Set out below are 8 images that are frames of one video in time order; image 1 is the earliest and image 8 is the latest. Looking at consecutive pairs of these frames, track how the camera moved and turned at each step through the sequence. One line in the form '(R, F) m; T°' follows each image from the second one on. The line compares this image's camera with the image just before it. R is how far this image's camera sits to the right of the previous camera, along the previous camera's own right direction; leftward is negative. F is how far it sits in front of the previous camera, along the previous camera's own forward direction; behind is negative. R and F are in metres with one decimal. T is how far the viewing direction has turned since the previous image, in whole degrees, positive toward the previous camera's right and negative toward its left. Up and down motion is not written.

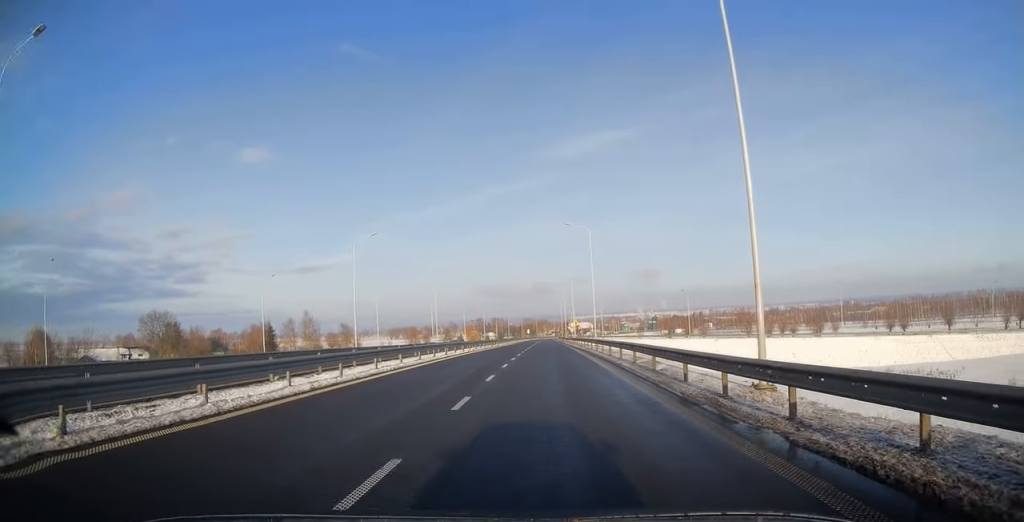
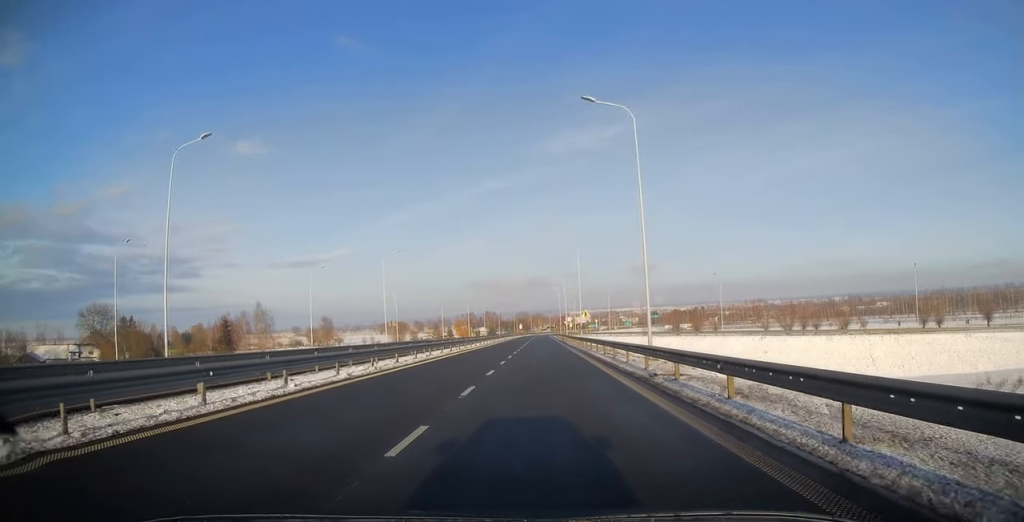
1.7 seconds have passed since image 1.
(0.0, +27.7) m; 0°
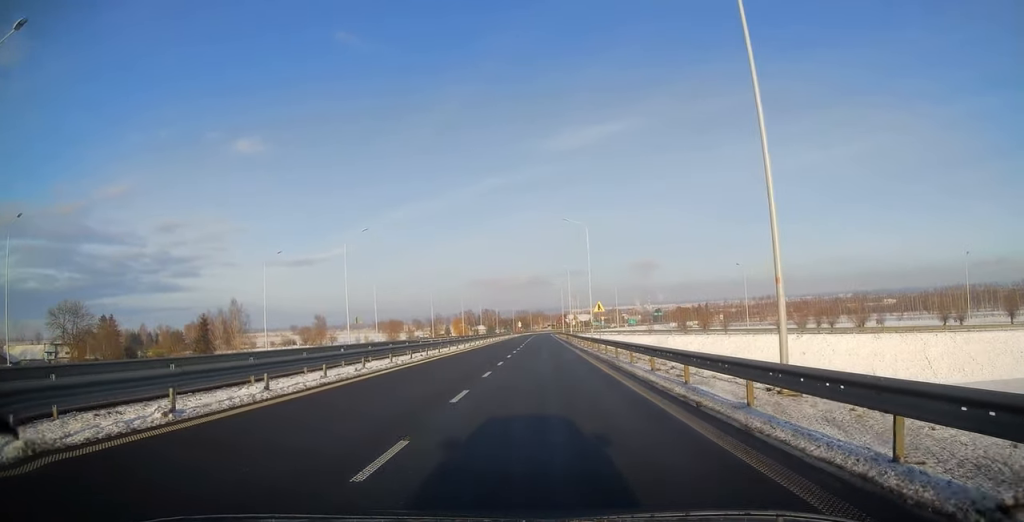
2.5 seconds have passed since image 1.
(0.0, +13.1) m; 0°
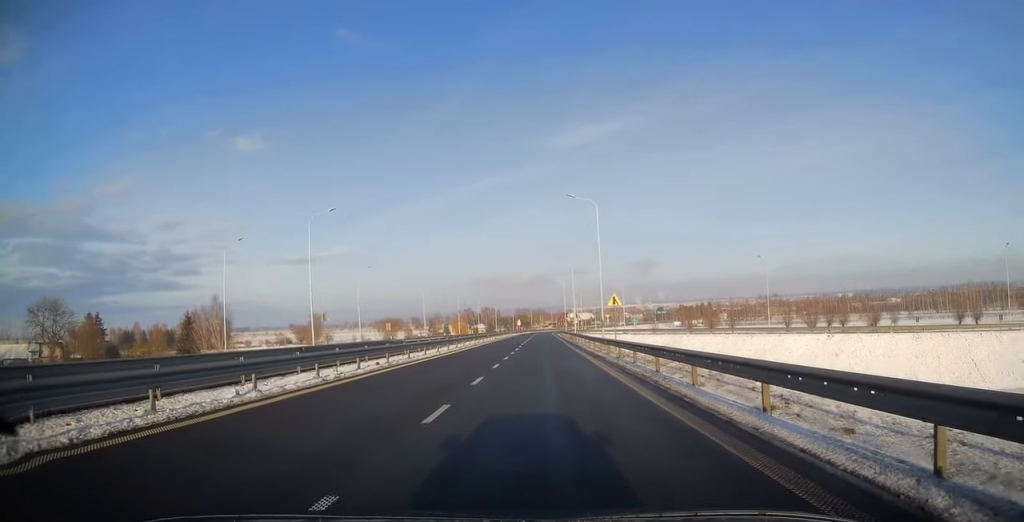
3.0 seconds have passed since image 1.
(0.0, +8.7) m; 0°
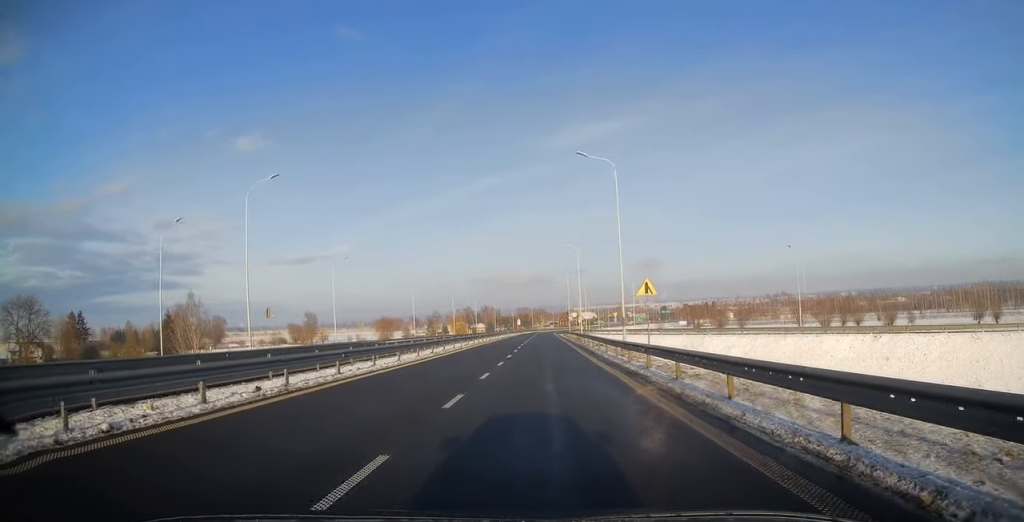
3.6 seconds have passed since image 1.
(0.0, +10.4) m; 0°
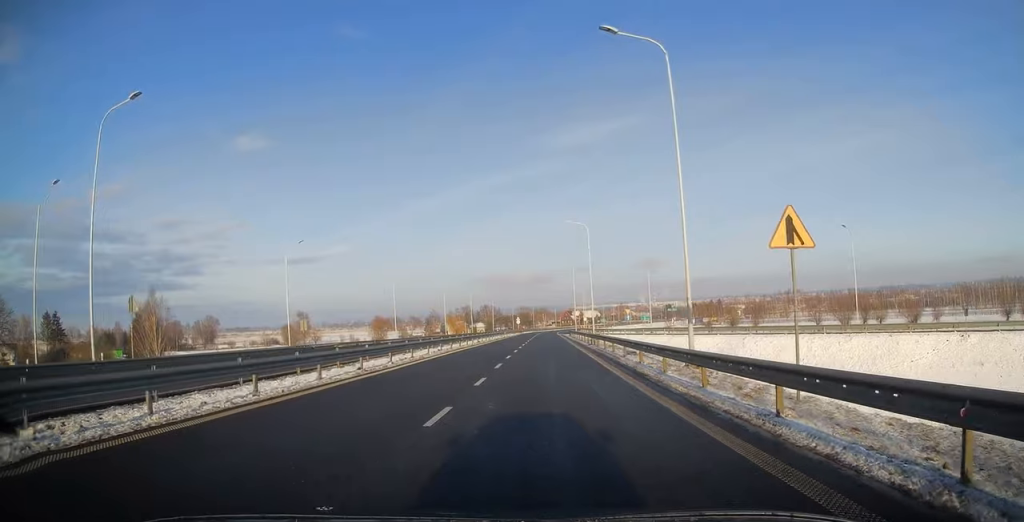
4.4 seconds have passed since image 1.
(0.0, +14.0) m; 0°
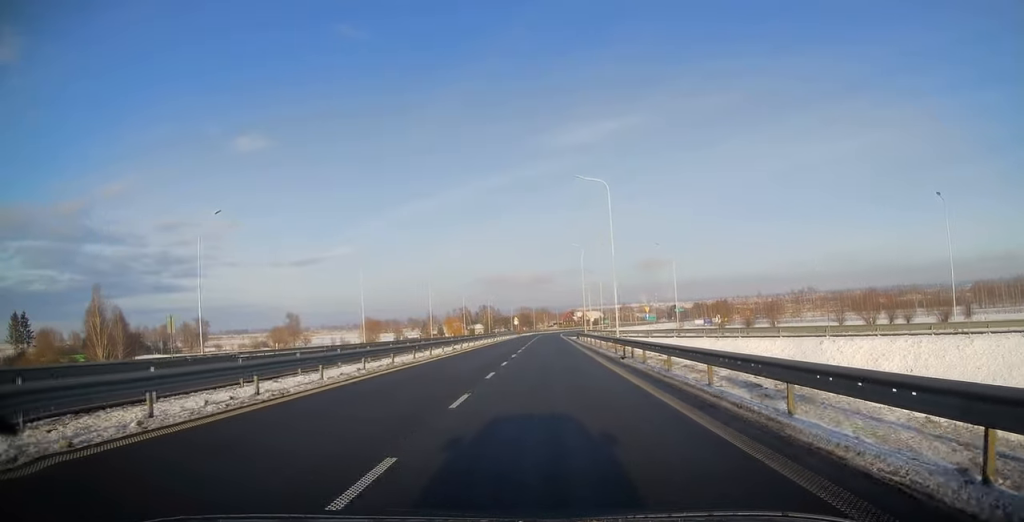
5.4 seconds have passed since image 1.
(0.0, +16.2) m; 0°
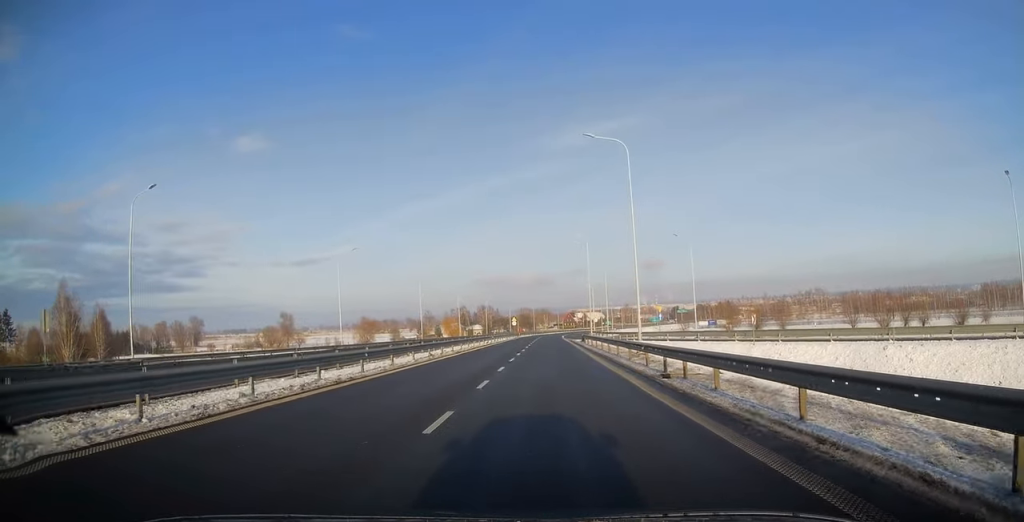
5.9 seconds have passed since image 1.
(-0.1, +8.4) m; 0°
